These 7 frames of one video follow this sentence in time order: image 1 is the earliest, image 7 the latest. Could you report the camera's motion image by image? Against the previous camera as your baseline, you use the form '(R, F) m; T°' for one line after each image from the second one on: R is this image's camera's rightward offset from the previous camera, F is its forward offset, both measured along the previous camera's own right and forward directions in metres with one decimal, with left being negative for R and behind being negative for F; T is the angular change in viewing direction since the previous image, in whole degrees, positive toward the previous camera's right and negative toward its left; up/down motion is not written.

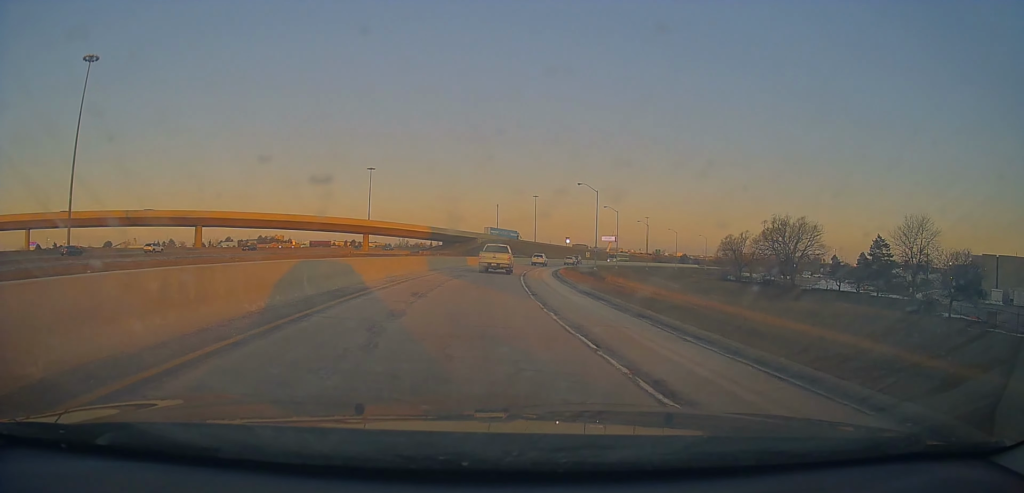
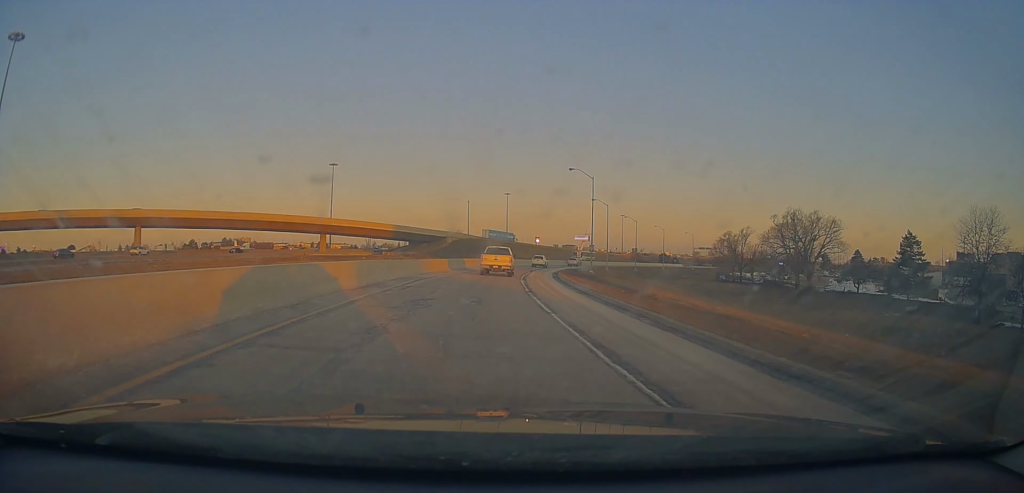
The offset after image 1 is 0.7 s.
(+0.8, +16.2) m; +4°
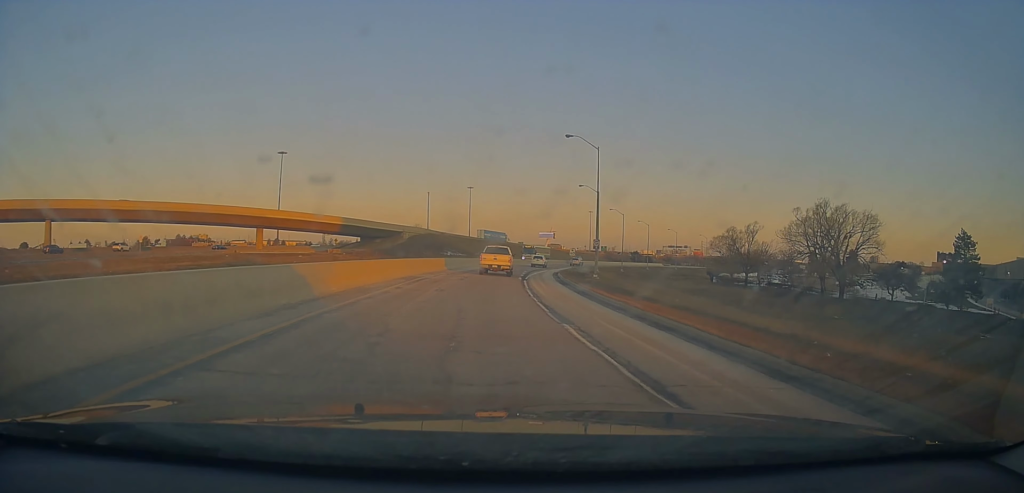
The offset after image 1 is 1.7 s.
(+1.0, +20.5) m; +4°
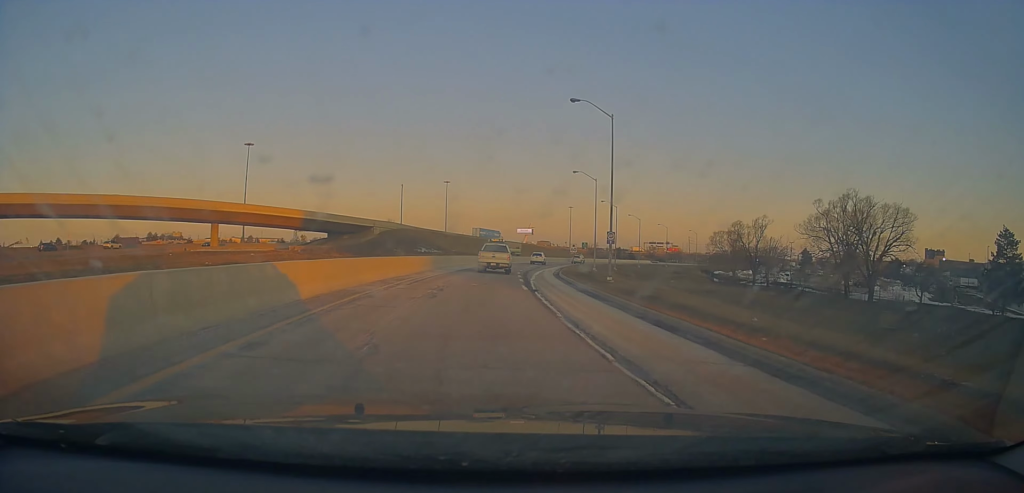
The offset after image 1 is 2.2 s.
(+0.2, +12.4) m; +2°
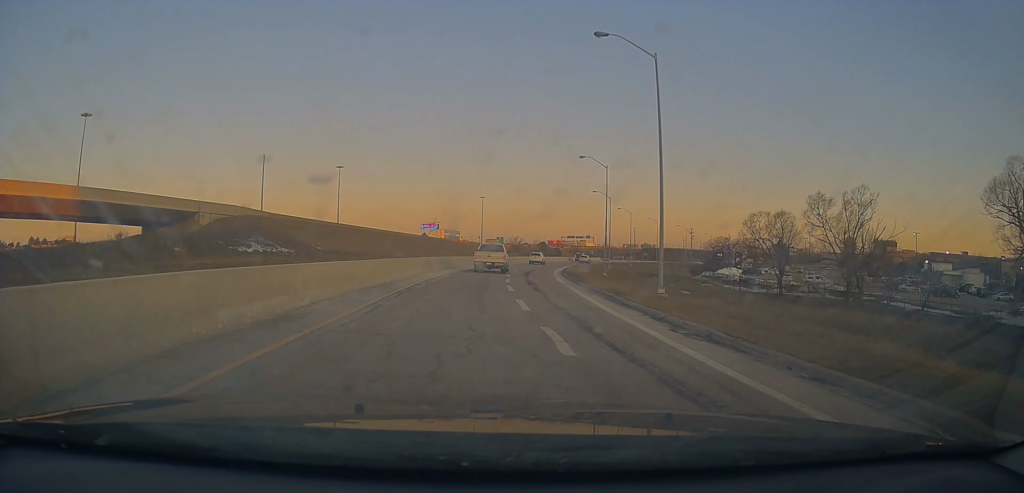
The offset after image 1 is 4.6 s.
(+4.4, +50.2) m; +10°
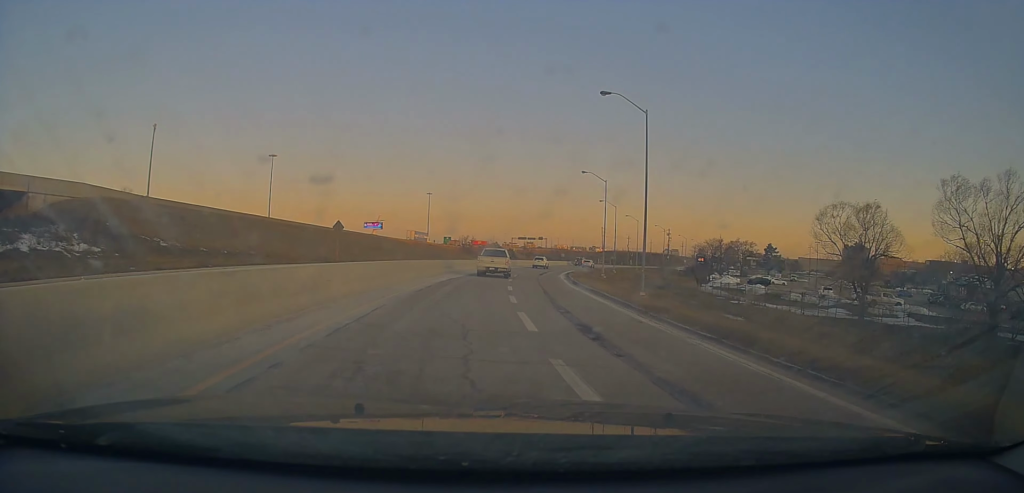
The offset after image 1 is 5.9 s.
(+1.2, +27.9) m; +6°
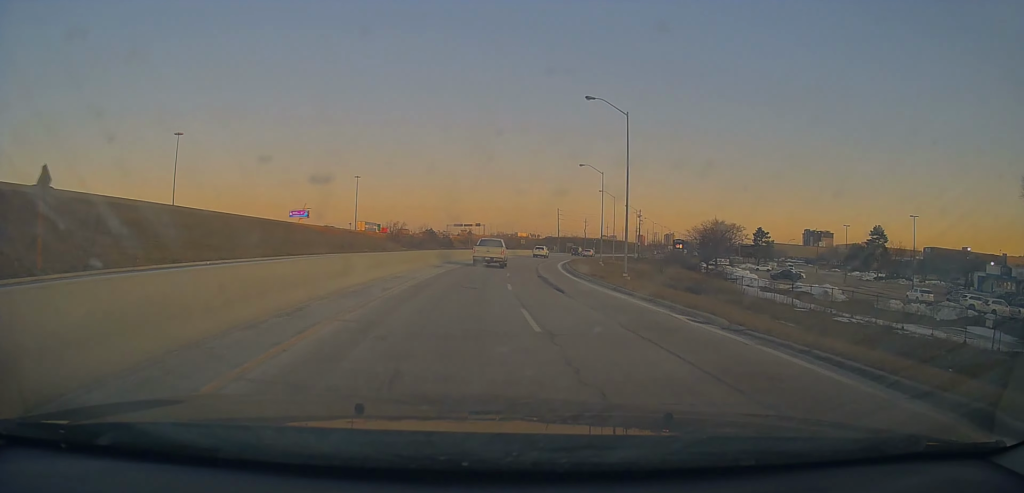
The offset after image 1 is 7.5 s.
(+1.8, +32.0) m; +6°
